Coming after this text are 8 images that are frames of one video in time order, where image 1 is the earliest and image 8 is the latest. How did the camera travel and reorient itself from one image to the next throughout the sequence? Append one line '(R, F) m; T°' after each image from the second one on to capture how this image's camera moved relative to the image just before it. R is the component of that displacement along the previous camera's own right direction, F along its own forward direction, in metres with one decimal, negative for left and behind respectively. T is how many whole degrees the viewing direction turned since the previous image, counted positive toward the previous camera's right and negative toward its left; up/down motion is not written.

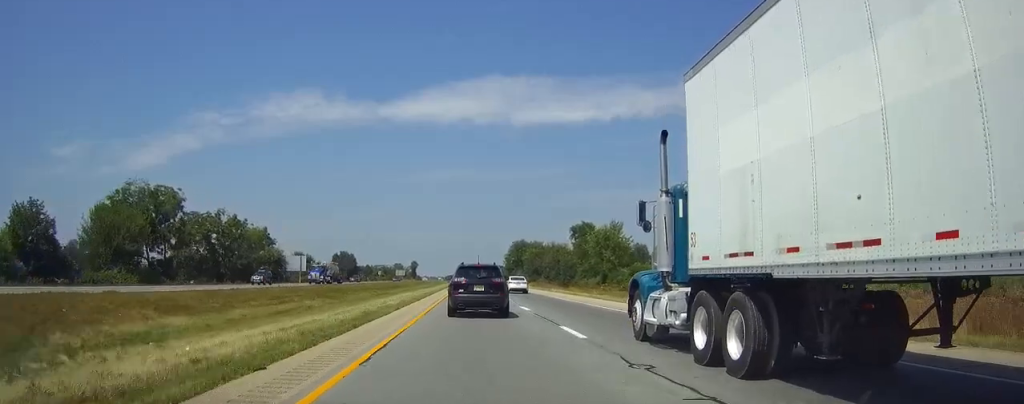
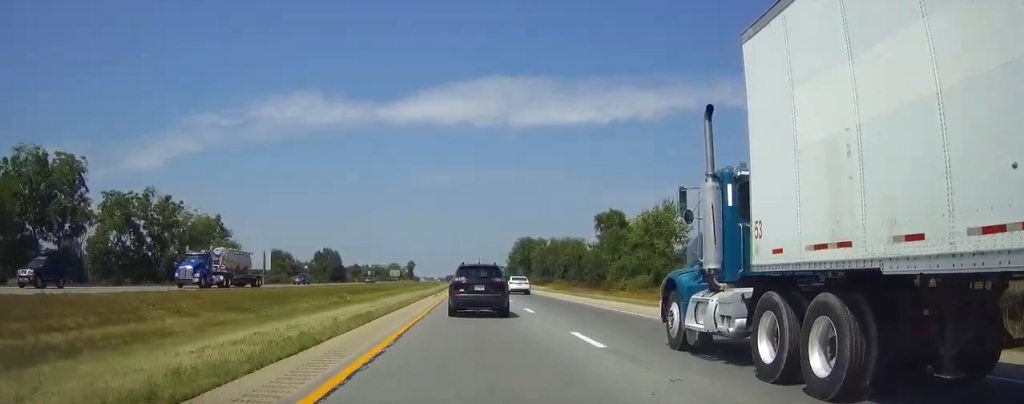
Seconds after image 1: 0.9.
(+0.1, +25.9) m; +1°
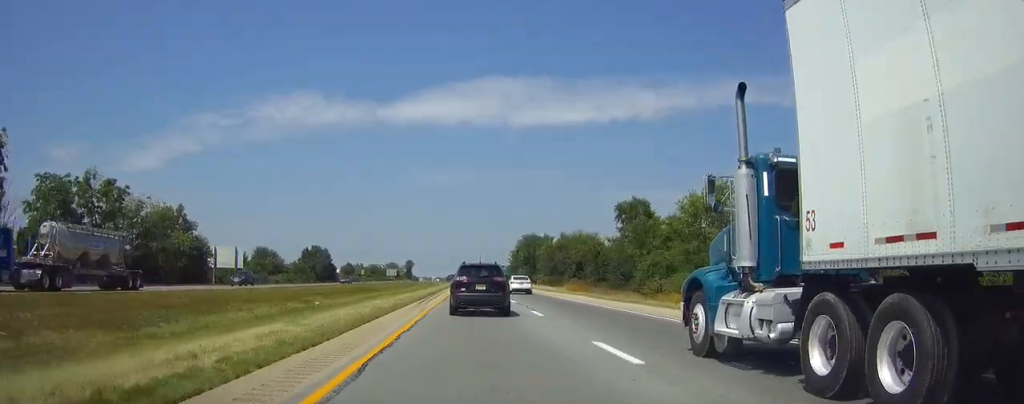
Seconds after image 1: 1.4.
(+0.1, +14.9) m; 0°
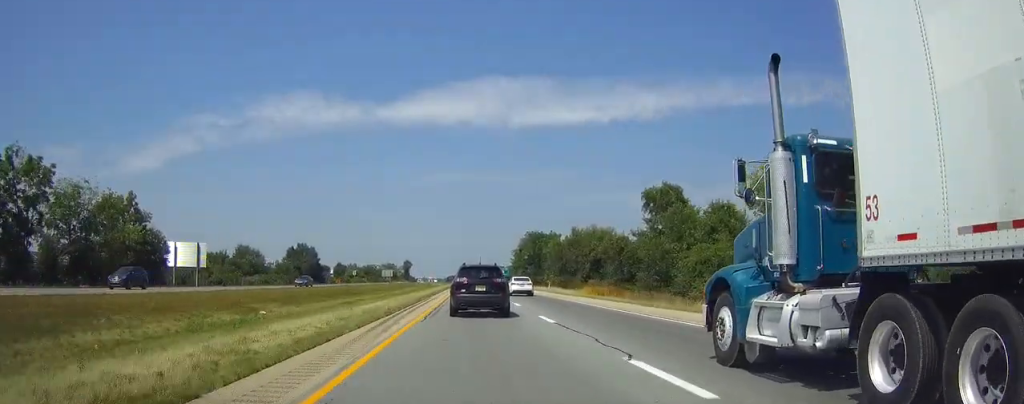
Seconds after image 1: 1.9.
(+0.1, +14.9) m; 0°
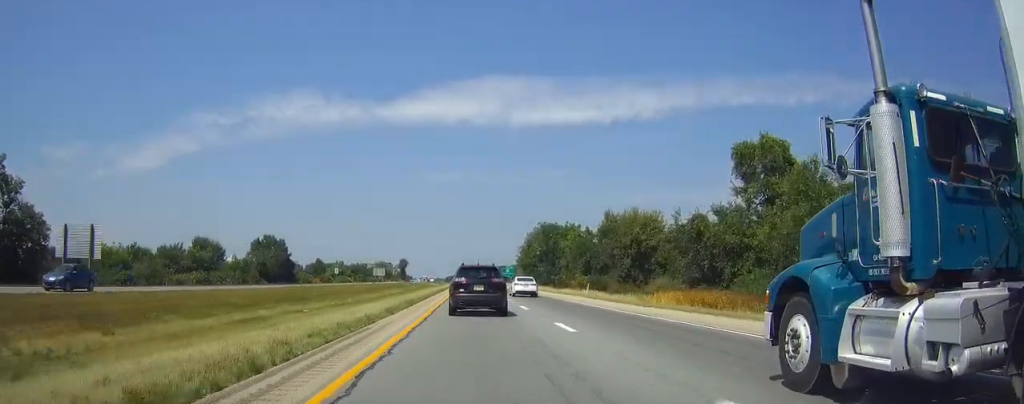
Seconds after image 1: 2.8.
(-0.1, +27.8) m; 0°
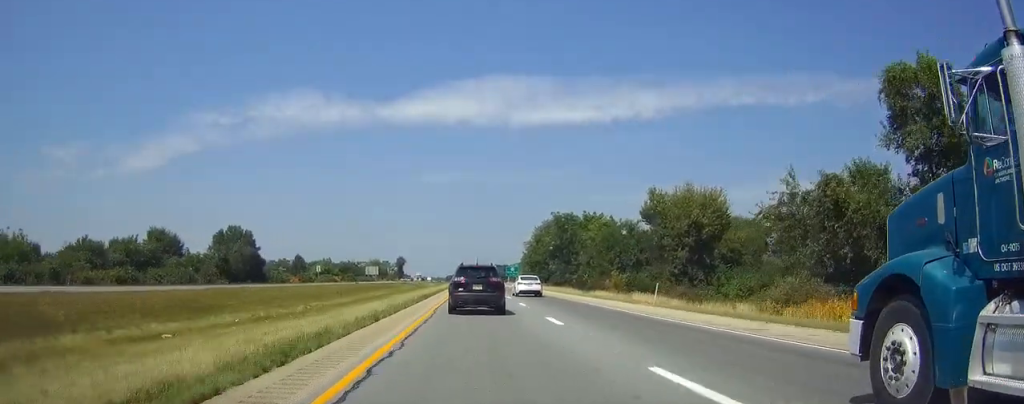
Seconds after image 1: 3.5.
(0.0, +21.8) m; 0°
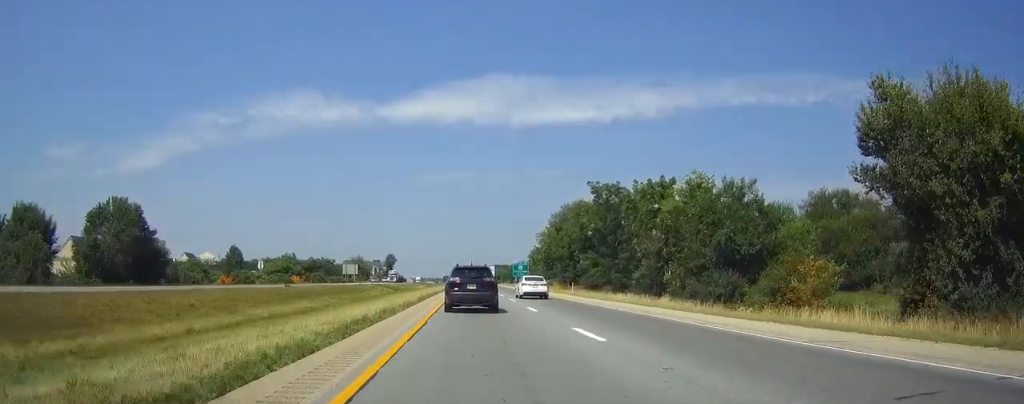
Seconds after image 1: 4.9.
(-0.2, +41.4) m; 0°
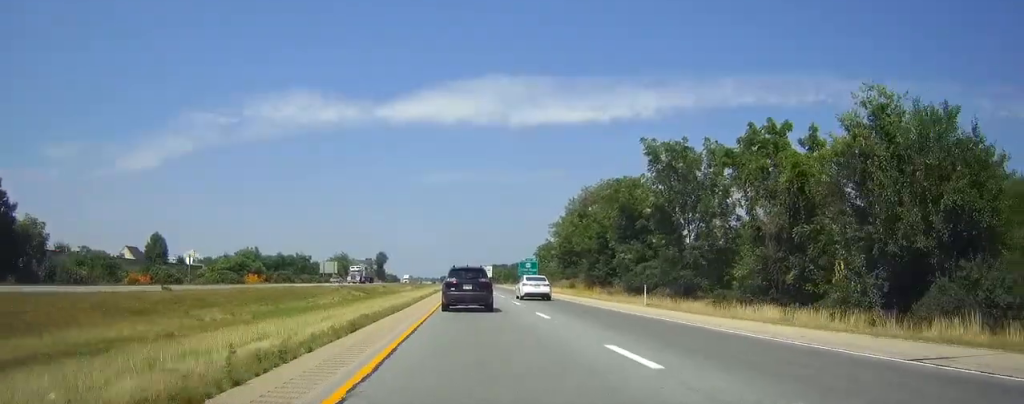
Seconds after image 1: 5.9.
(0.0, +28.5) m; 0°
